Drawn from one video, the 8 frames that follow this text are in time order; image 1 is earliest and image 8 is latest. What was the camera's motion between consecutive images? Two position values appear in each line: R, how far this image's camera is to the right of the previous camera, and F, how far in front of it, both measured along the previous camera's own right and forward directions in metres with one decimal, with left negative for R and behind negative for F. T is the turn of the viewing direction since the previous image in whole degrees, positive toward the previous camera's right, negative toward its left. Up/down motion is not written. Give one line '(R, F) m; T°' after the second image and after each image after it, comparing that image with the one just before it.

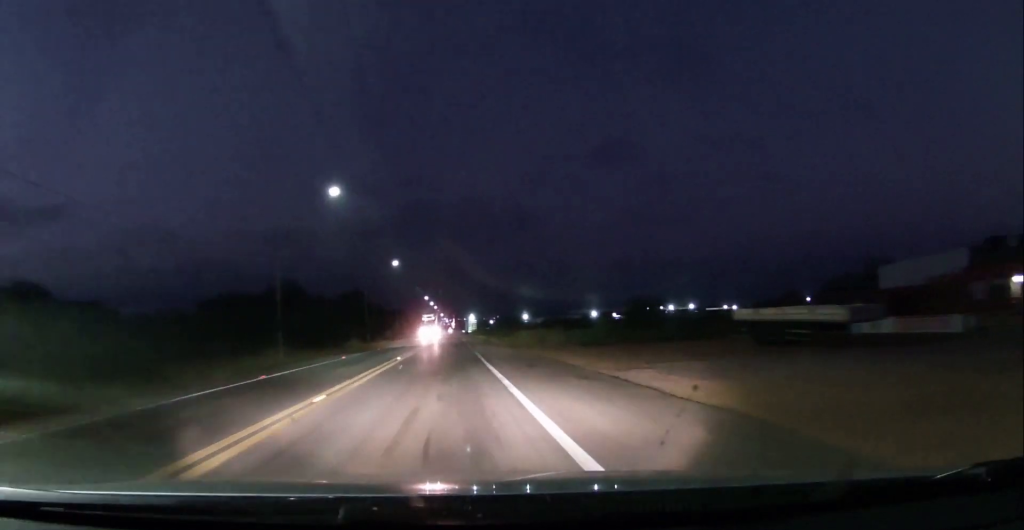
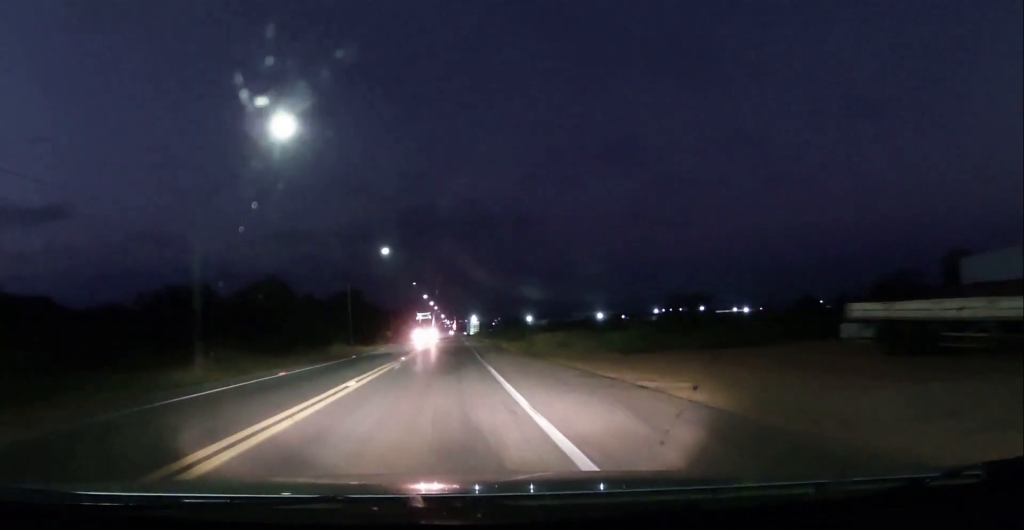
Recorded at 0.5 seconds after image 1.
(+0.3, +12.5) m; 0°
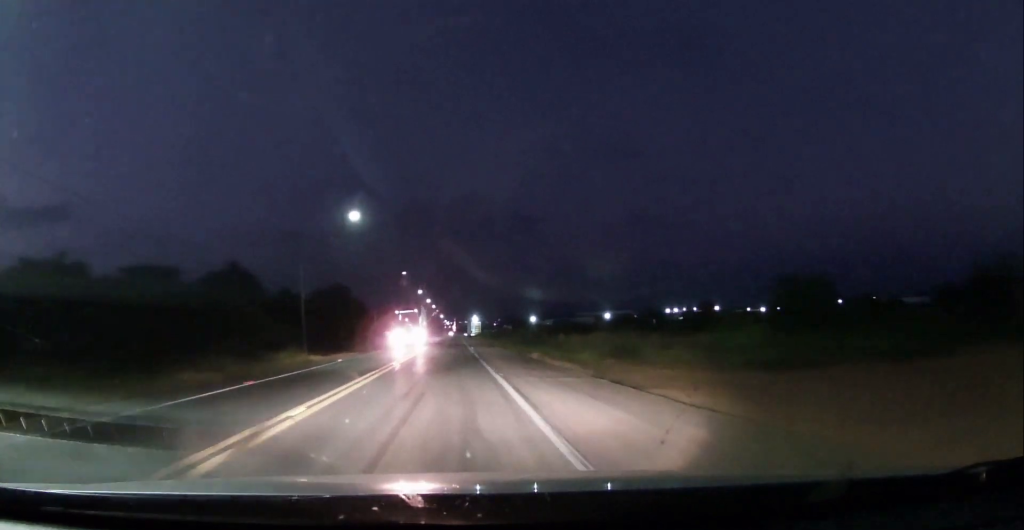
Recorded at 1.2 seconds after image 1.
(-0.6, +20.2) m; 0°
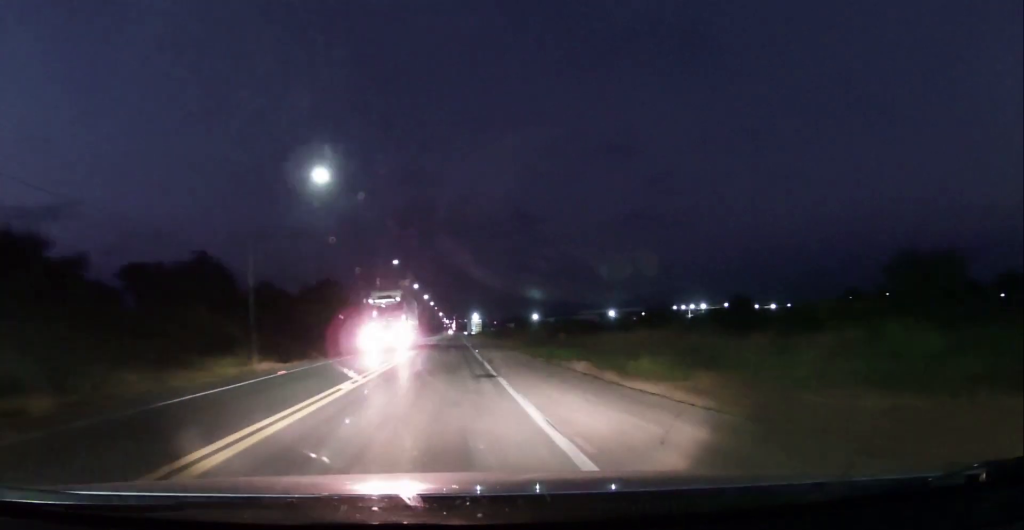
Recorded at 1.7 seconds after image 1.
(0.0, +11.5) m; 0°
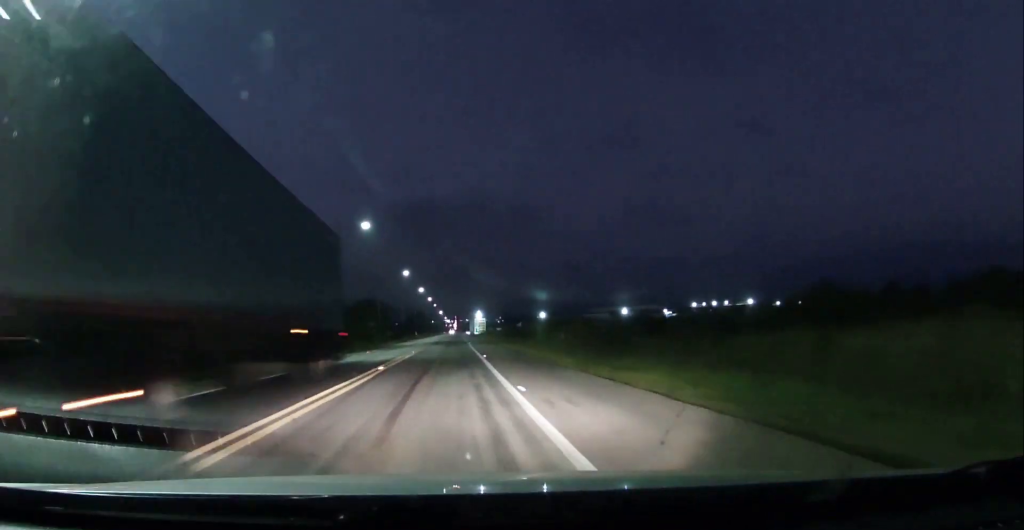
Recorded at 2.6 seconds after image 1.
(+0.6, +24.9) m; +1°
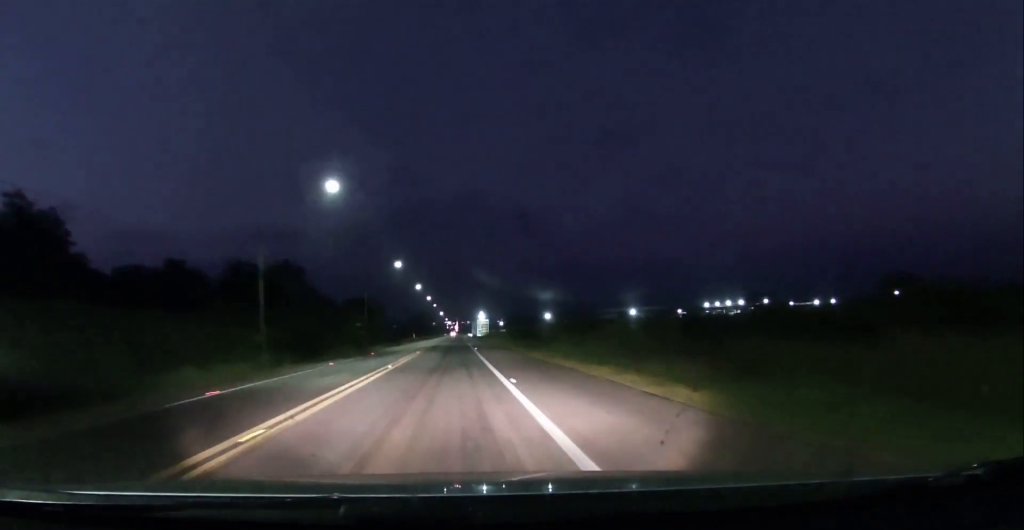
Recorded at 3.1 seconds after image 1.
(0.0, +13.6) m; 0°
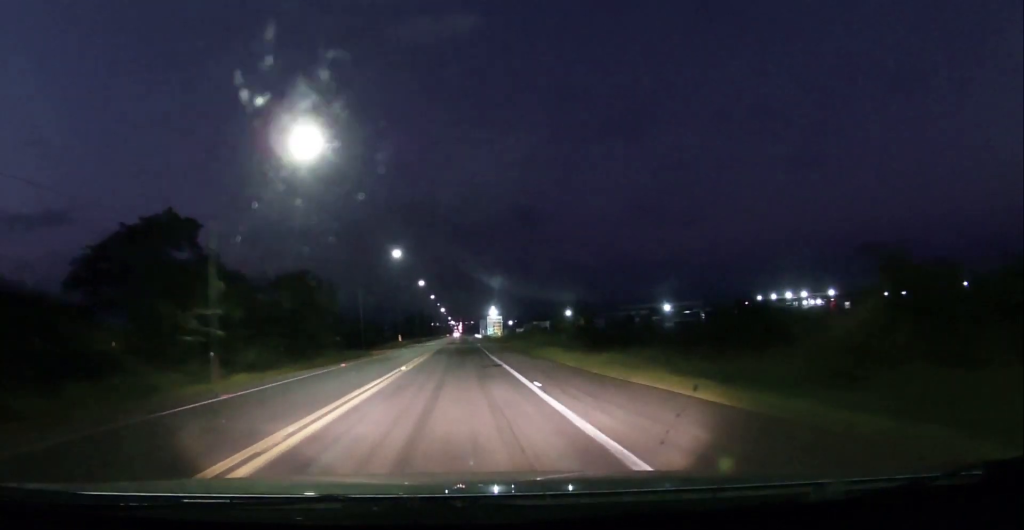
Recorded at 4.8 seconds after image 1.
(-0.8, +48.0) m; -2°
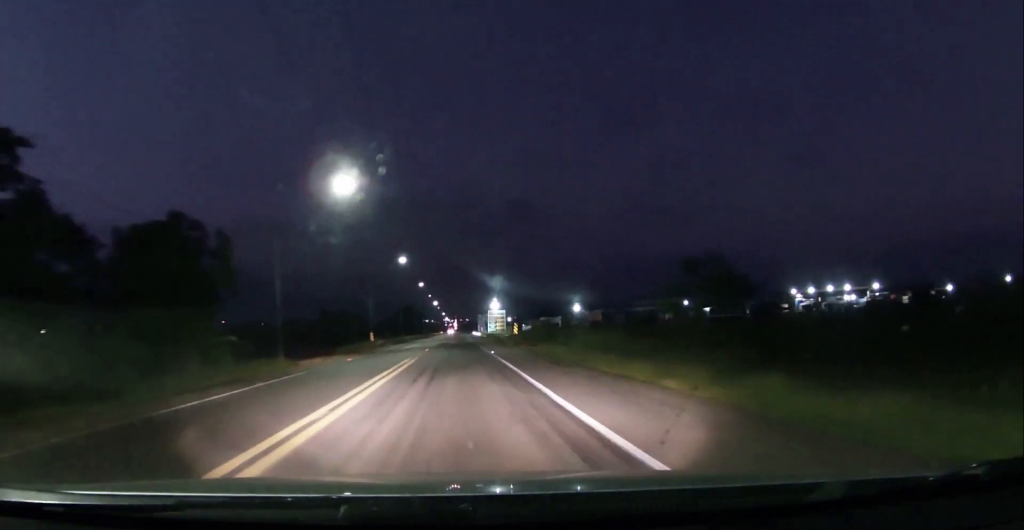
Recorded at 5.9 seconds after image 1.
(-0.1, +29.2) m; +1°
